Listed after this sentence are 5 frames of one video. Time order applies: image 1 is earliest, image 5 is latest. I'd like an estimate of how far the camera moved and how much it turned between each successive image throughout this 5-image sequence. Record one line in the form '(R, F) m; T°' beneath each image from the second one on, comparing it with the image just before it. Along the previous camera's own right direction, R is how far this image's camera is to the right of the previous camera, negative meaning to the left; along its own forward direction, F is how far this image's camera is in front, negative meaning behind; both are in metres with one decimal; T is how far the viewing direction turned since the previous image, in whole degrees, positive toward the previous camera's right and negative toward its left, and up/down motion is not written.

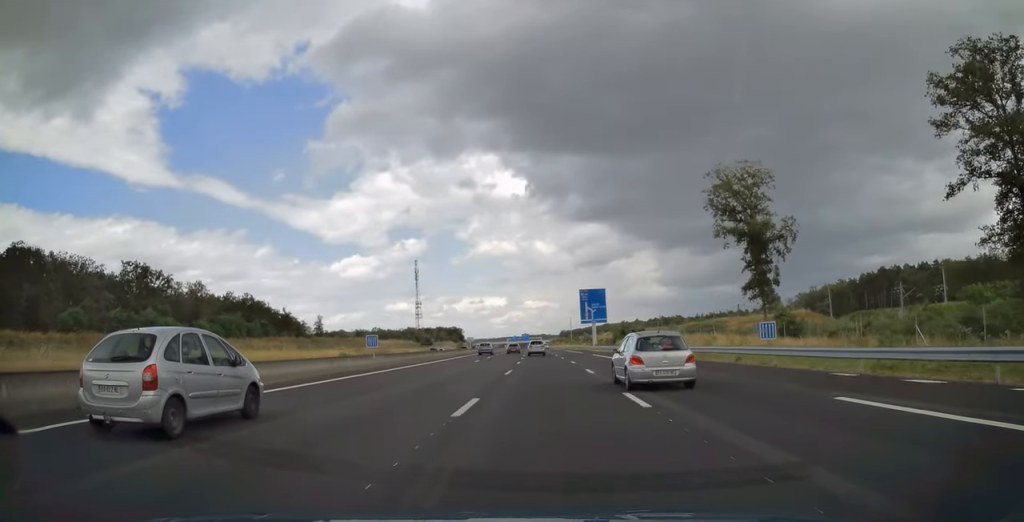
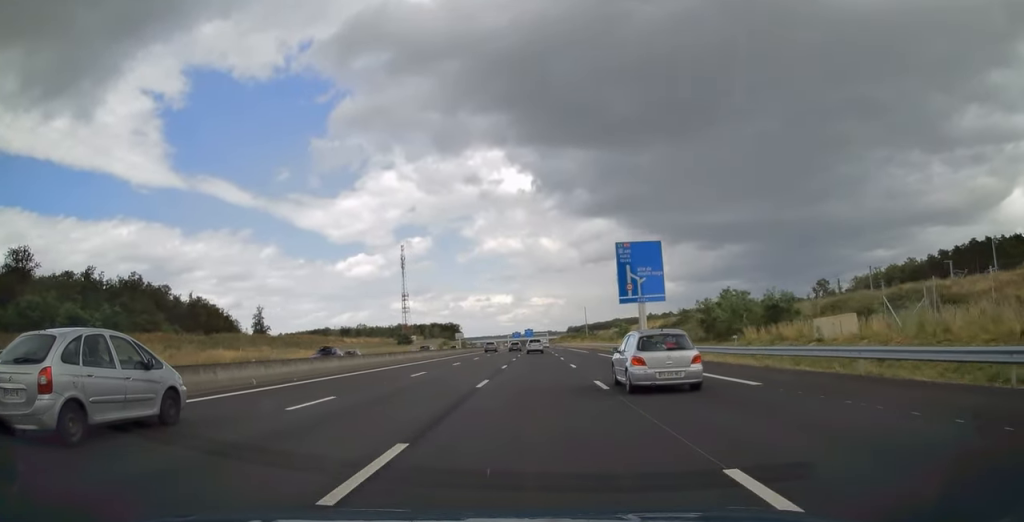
(-0.4, +59.2) m; -1°
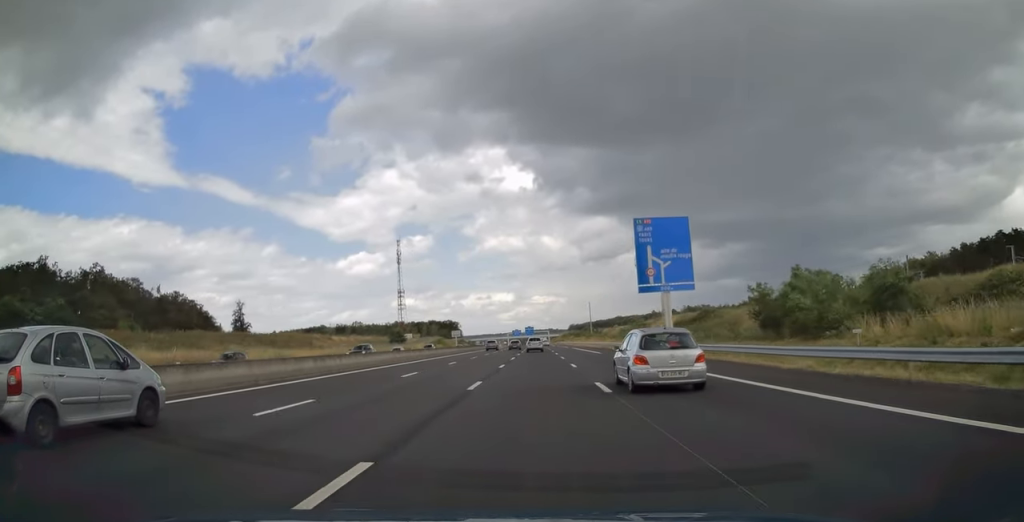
(0.0, +13.3) m; 0°
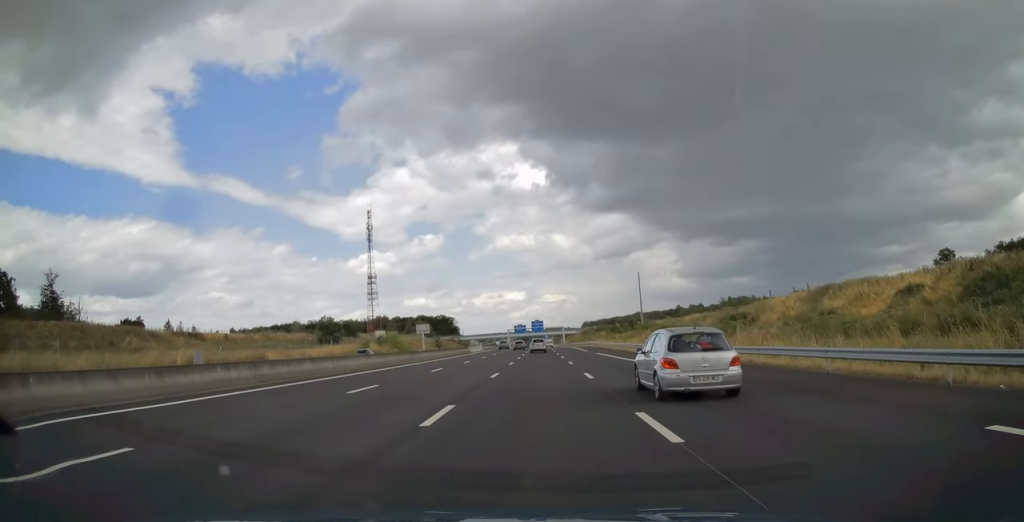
(-0.4, +75.0) m; -1°
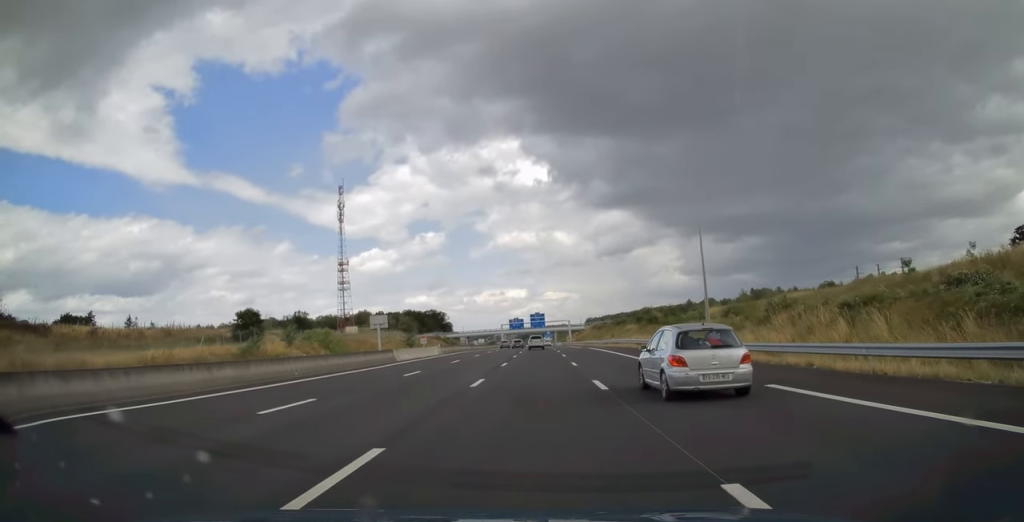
(0.0, +39.1) m; 0°
